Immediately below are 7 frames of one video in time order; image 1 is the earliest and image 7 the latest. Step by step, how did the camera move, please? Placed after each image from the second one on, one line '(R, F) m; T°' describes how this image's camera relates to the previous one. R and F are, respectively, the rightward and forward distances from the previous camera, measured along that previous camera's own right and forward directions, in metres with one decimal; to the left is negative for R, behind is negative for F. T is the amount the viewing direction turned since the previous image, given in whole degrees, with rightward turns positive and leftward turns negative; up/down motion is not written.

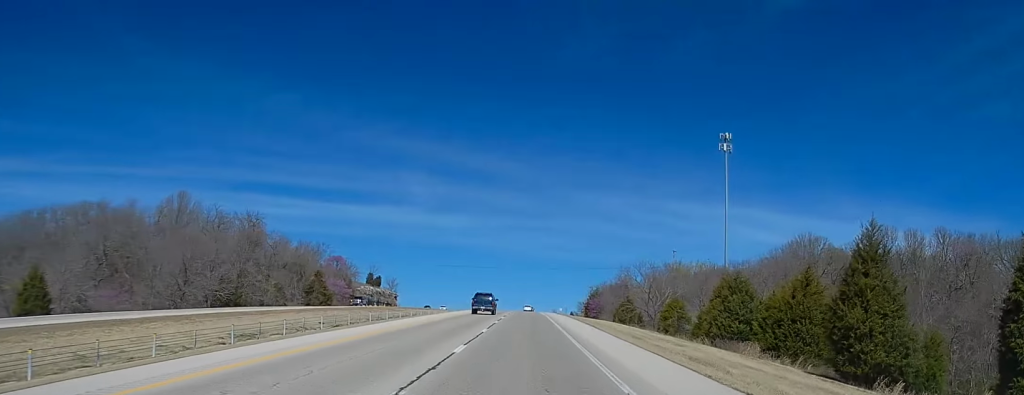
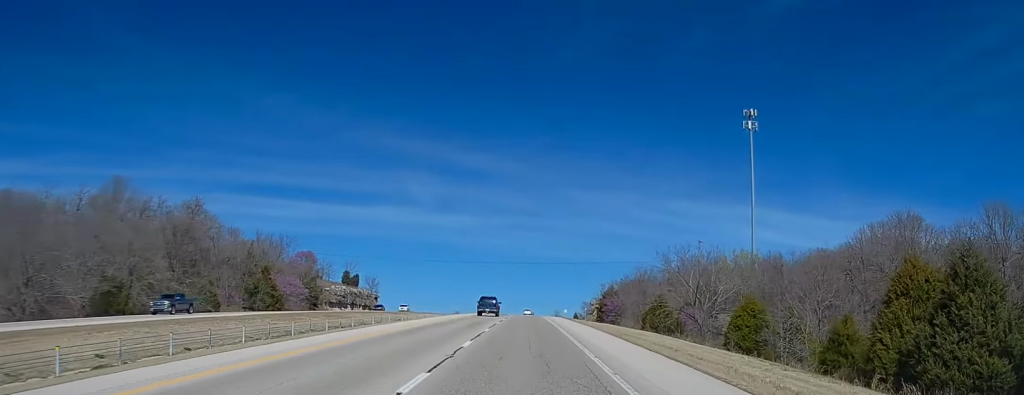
(+0.1, +33.8) m; 0°
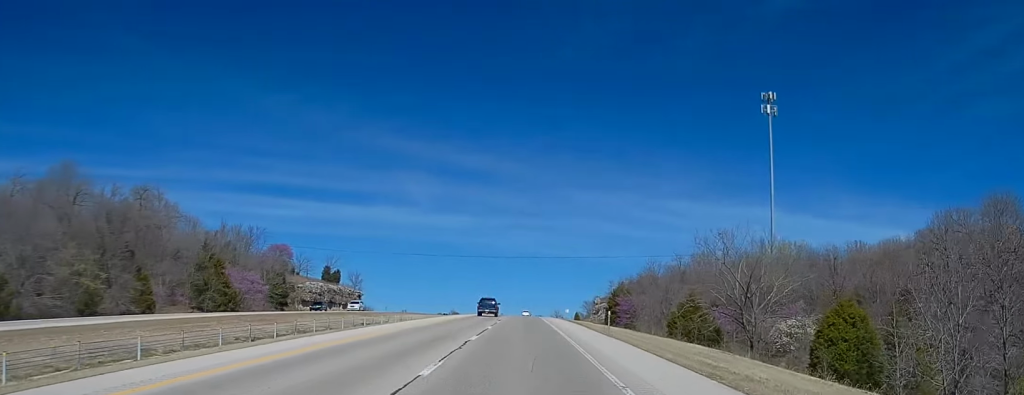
(0.0, +20.6) m; 0°
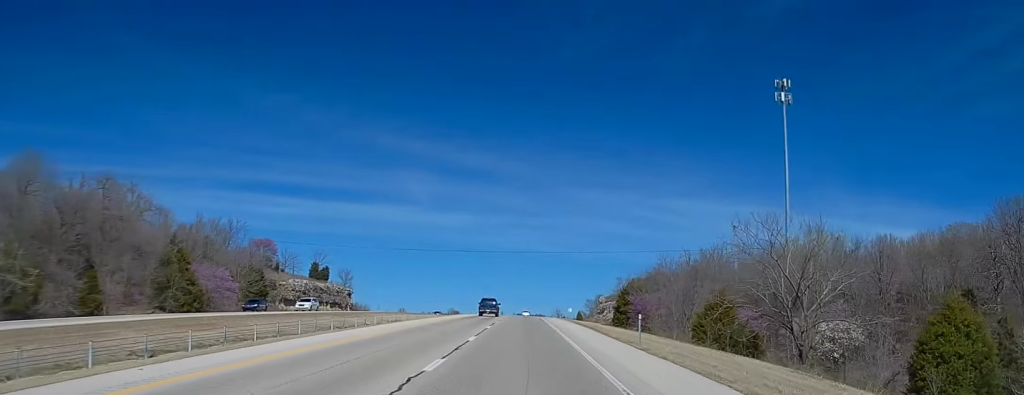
(0.0, +12.5) m; -1°
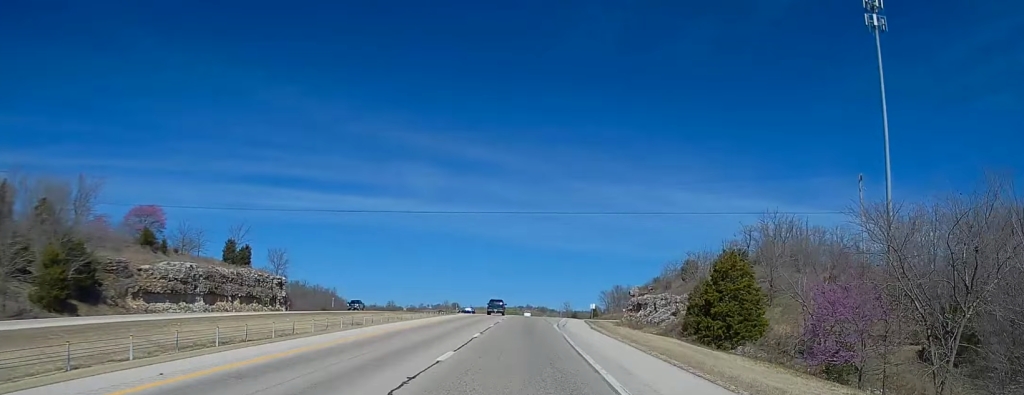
(-0.6, +58.7) m; 0°
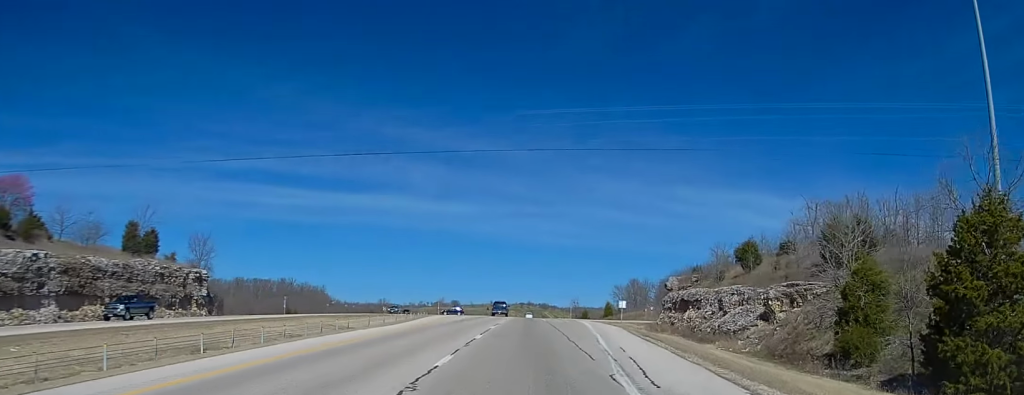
(+0.3, +37.5) m; 0°
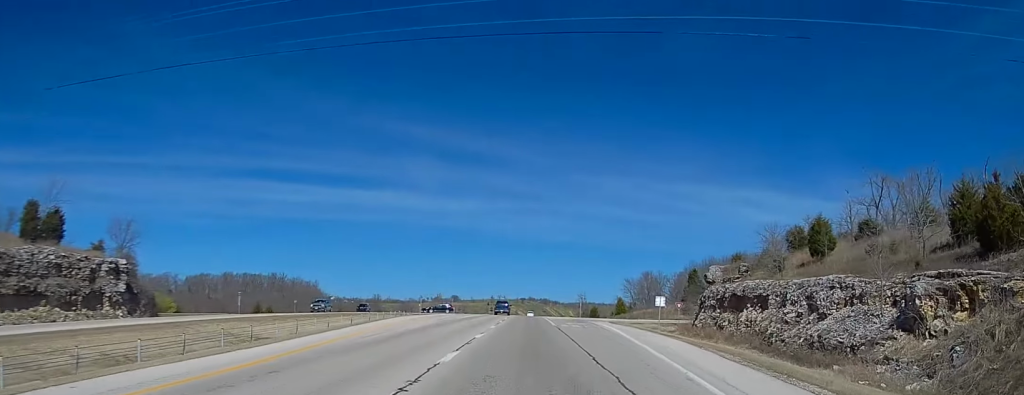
(+0.1, +24.1) m; -1°
